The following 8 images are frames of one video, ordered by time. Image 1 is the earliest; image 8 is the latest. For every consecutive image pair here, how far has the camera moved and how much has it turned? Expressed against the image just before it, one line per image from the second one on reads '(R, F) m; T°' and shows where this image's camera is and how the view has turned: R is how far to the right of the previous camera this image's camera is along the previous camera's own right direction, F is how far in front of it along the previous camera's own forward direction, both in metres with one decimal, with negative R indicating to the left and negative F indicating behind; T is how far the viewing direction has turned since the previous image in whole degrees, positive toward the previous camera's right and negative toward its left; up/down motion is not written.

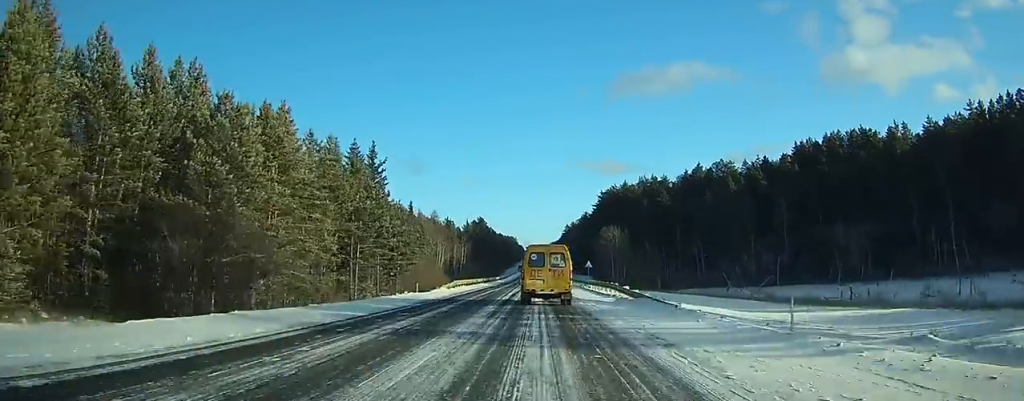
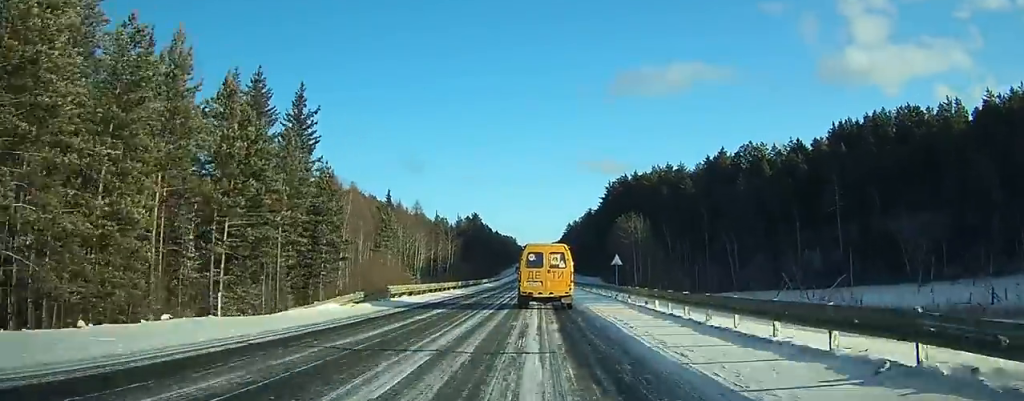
(-0.1, +24.0) m; 0°
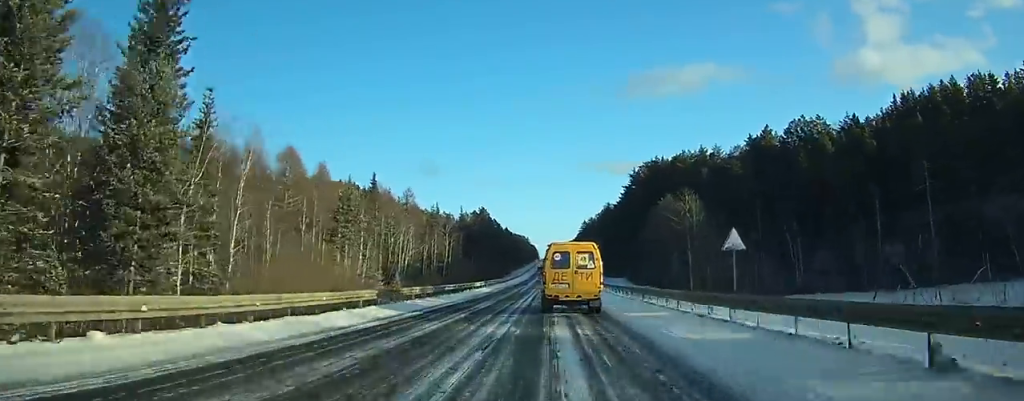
(0.0, +24.0) m; 0°
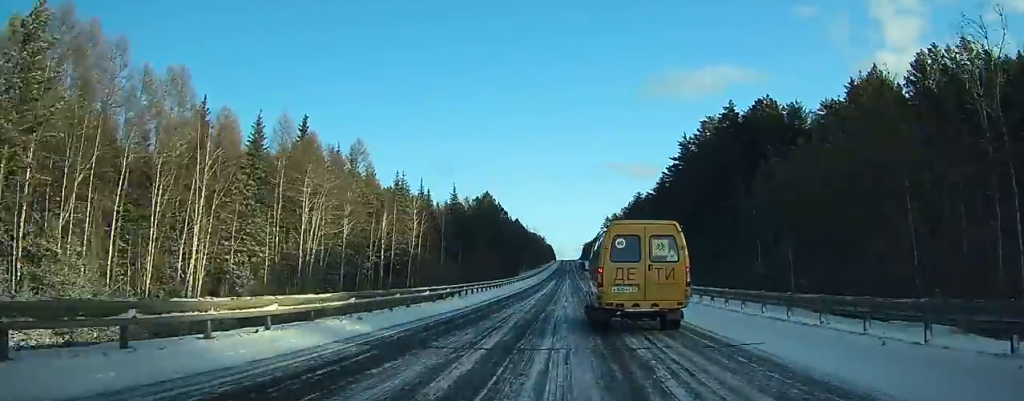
(-0.5, +41.7) m; -2°
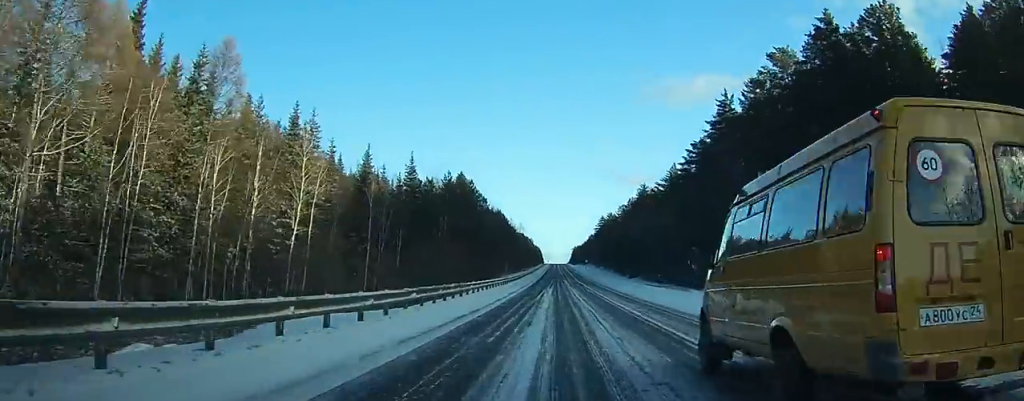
(-0.3, +31.8) m; 0°
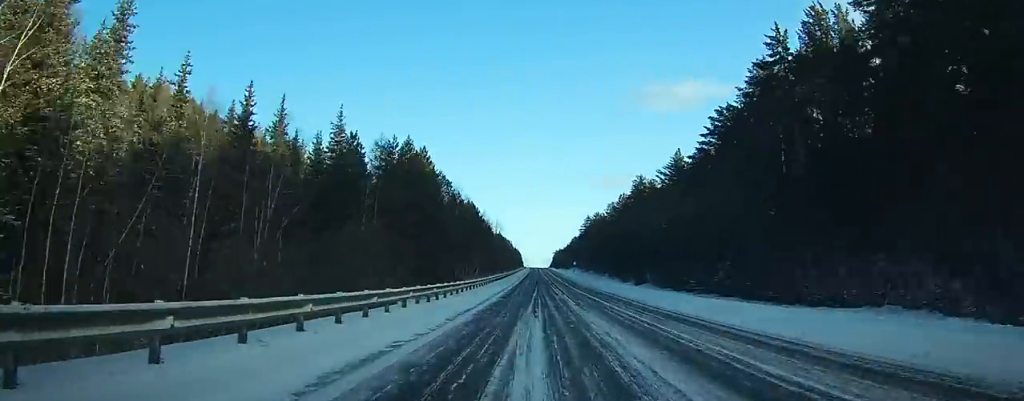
(-0.1, +25.6) m; +1°
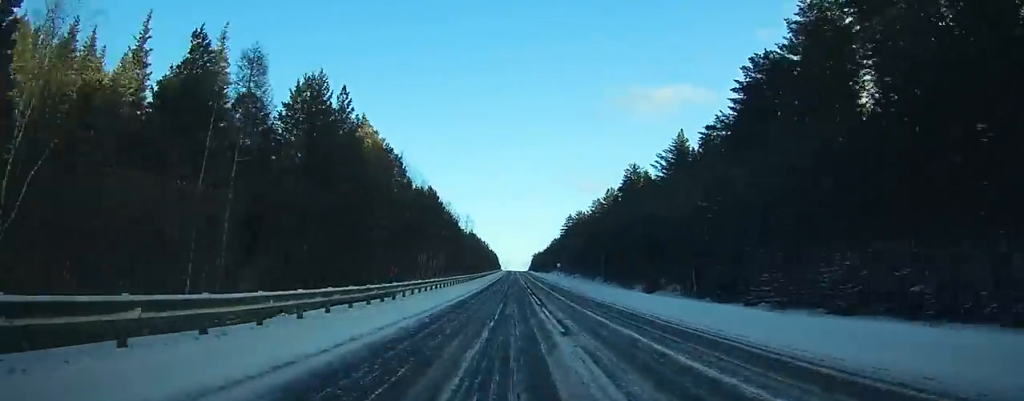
(+0.5, +22.7) m; +2°
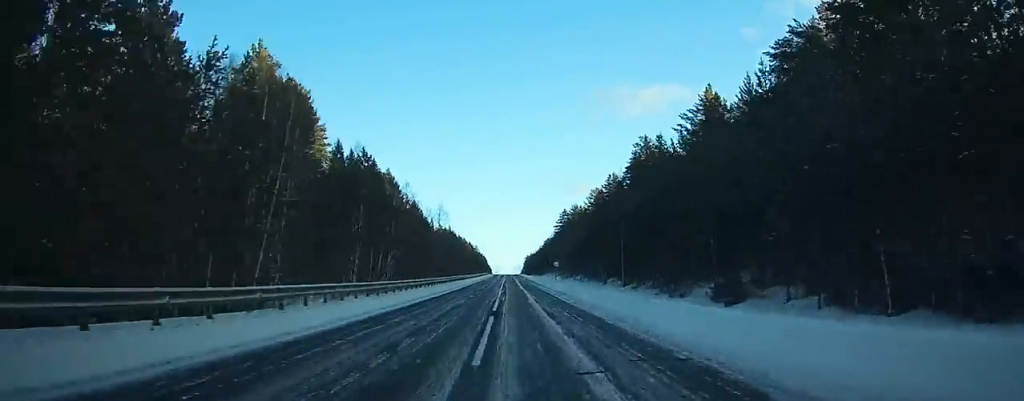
(+0.5, +28.4) m; +1°
